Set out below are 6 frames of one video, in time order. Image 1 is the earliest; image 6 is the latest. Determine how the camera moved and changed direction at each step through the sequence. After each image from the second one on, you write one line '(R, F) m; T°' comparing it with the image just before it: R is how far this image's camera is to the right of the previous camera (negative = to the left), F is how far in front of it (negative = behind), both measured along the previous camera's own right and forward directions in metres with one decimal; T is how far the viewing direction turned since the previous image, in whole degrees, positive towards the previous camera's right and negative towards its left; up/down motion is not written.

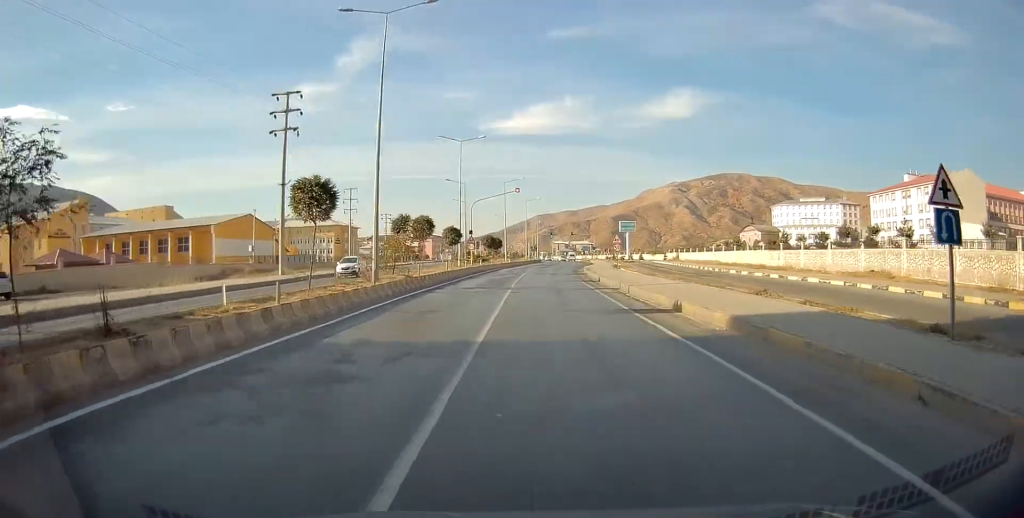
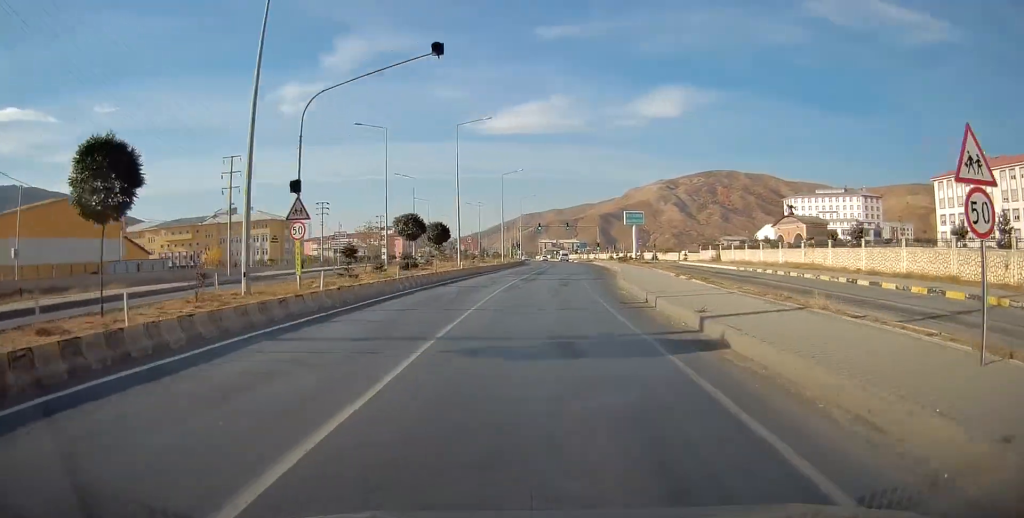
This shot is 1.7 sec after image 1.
(+0.4, +37.3) m; +2°
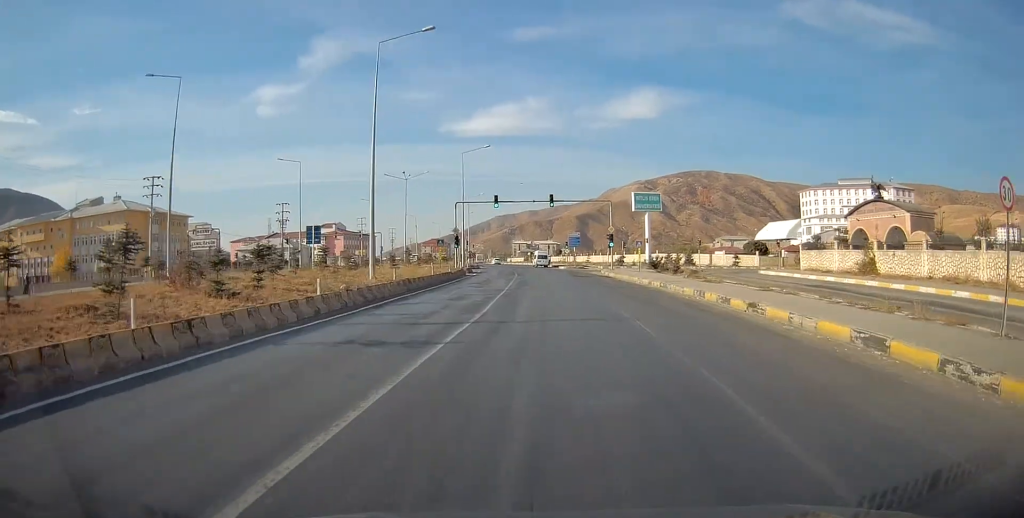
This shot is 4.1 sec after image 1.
(+1.0, +50.5) m; +2°
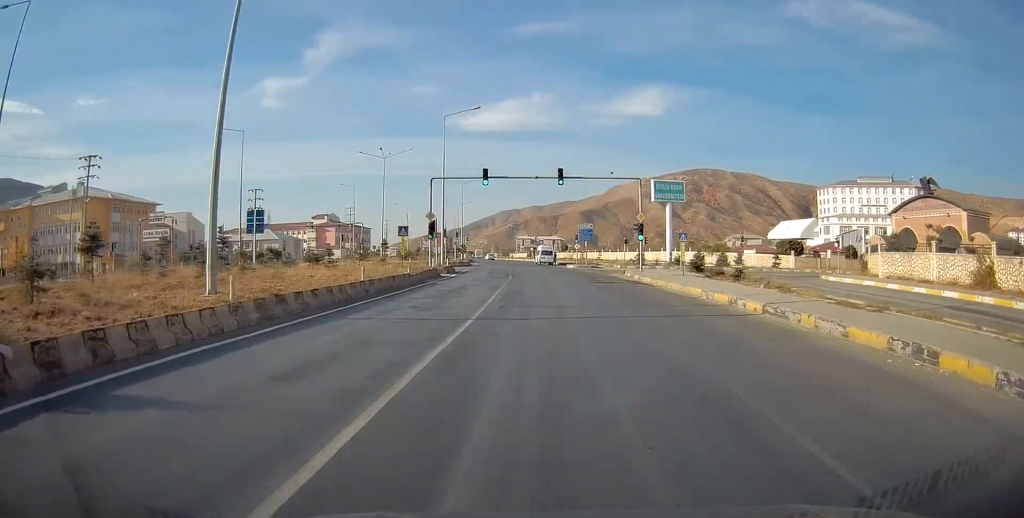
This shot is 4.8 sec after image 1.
(+0.1, +14.0) m; 0°
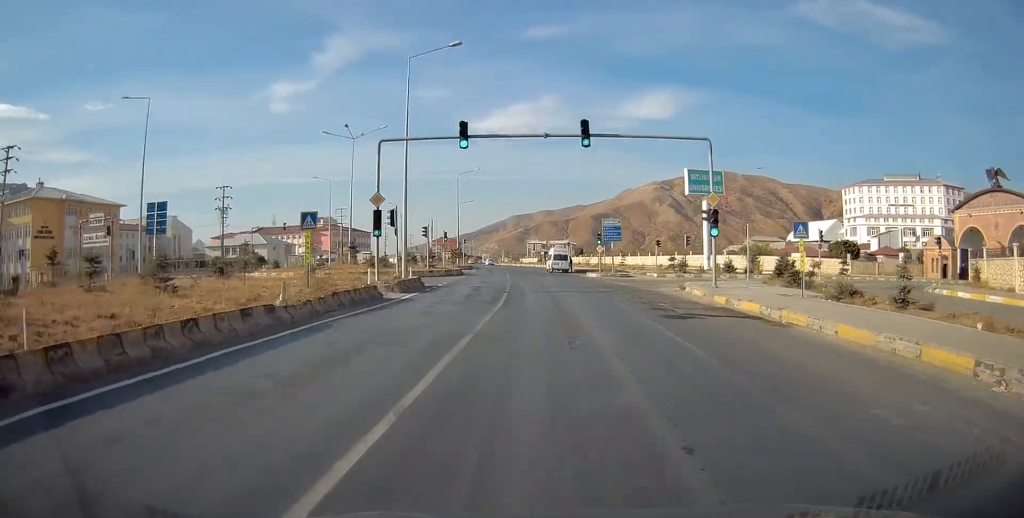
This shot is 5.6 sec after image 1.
(-0.1, +14.9) m; -1°
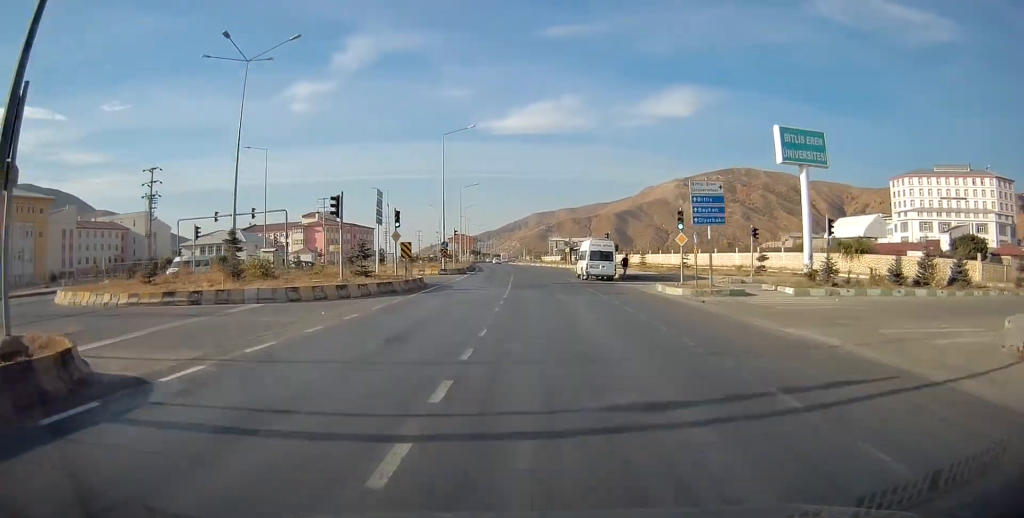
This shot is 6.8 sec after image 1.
(-0.2, +23.9) m; -1°
